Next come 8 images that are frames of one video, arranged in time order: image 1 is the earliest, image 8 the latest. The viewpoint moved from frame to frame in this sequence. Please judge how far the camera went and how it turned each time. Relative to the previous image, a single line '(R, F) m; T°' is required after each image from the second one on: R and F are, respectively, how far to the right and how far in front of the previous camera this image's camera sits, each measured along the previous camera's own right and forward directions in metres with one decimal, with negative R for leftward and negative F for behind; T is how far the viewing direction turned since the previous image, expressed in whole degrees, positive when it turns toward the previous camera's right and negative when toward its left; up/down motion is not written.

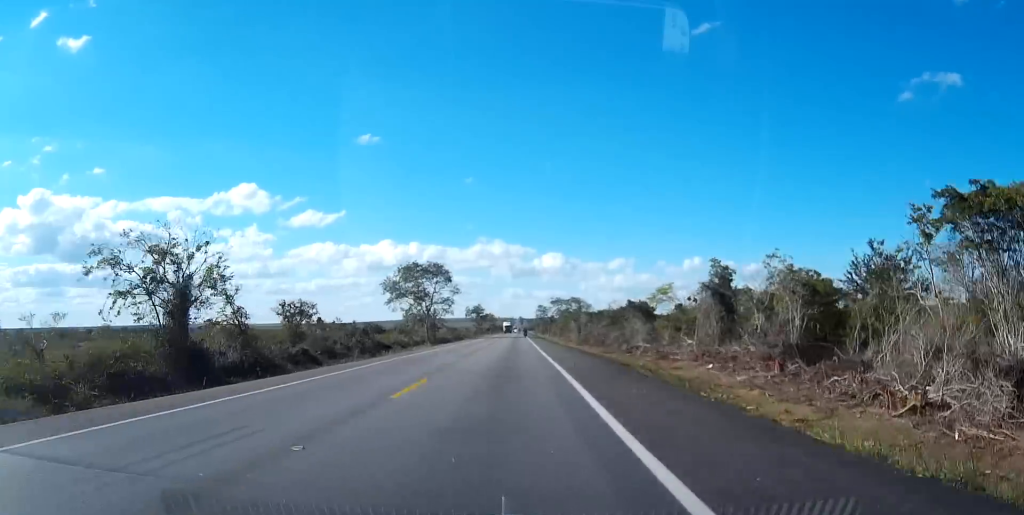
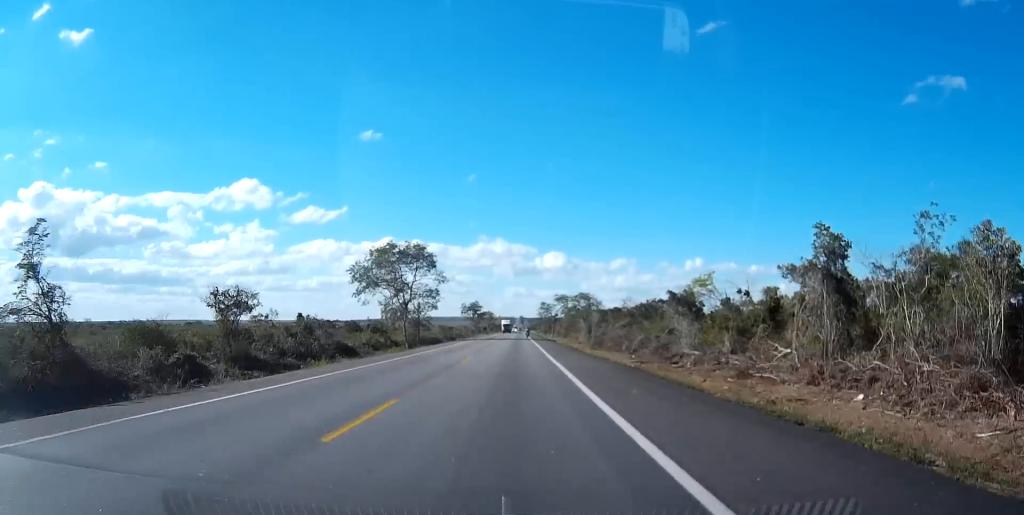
(0.0, +24.0) m; 0°
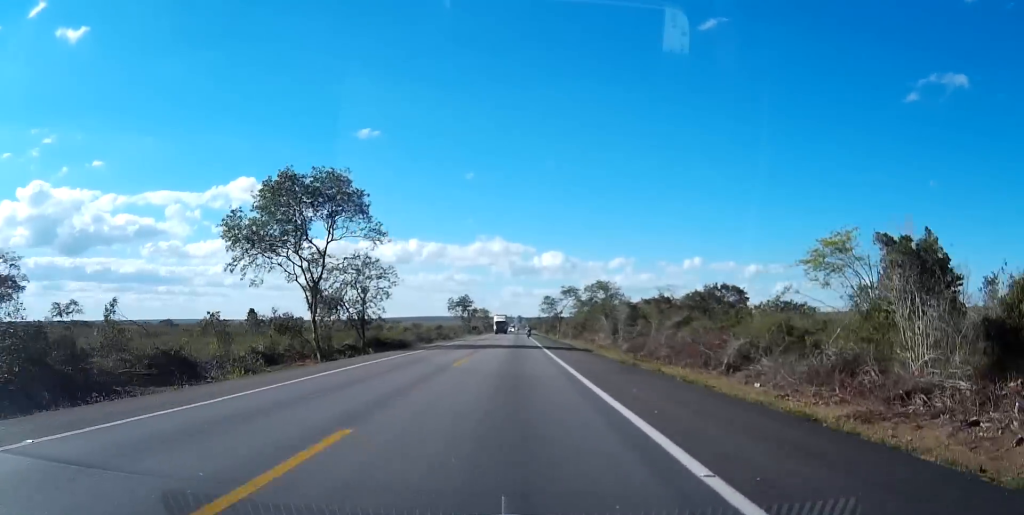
(+0.1, +41.8) m; 0°
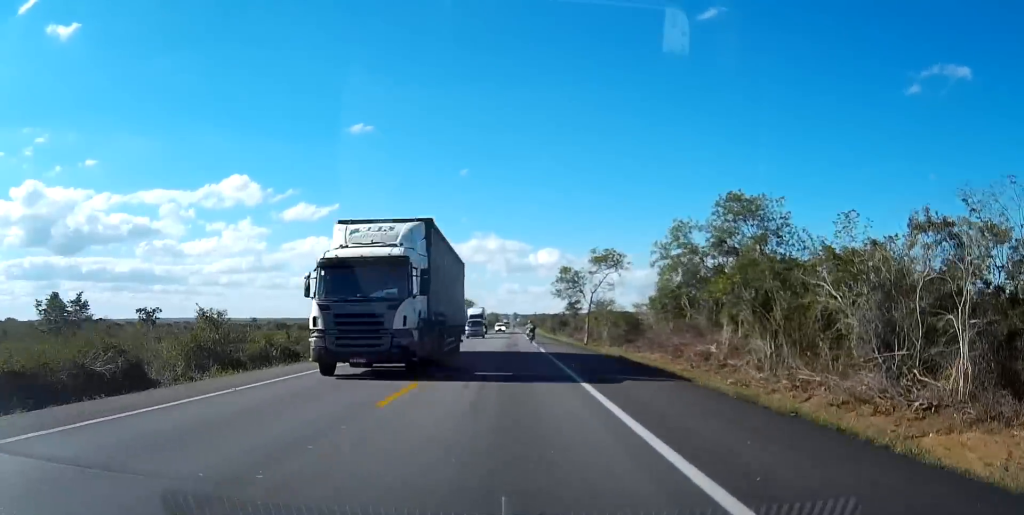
(+0.5, +86.8) m; +1°
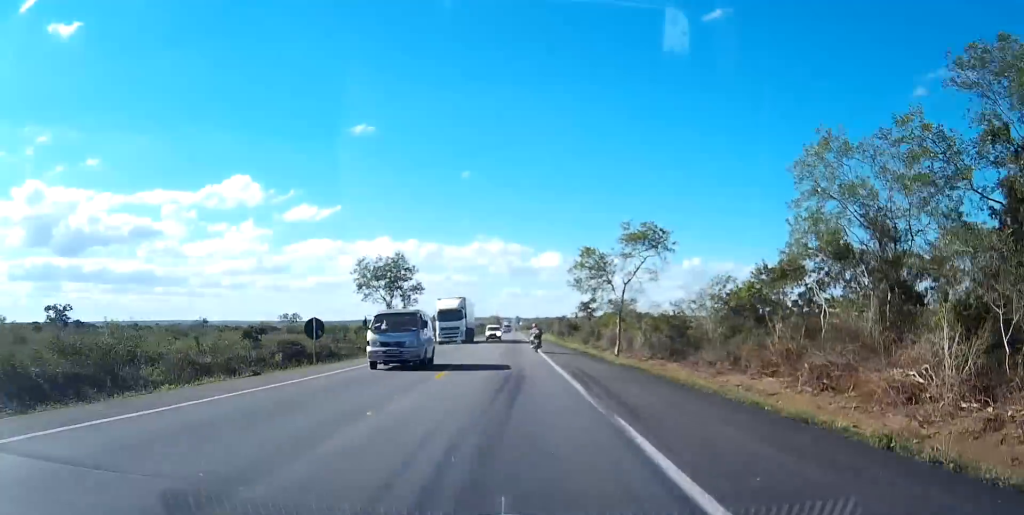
(0.0, +30.7) m; 0°
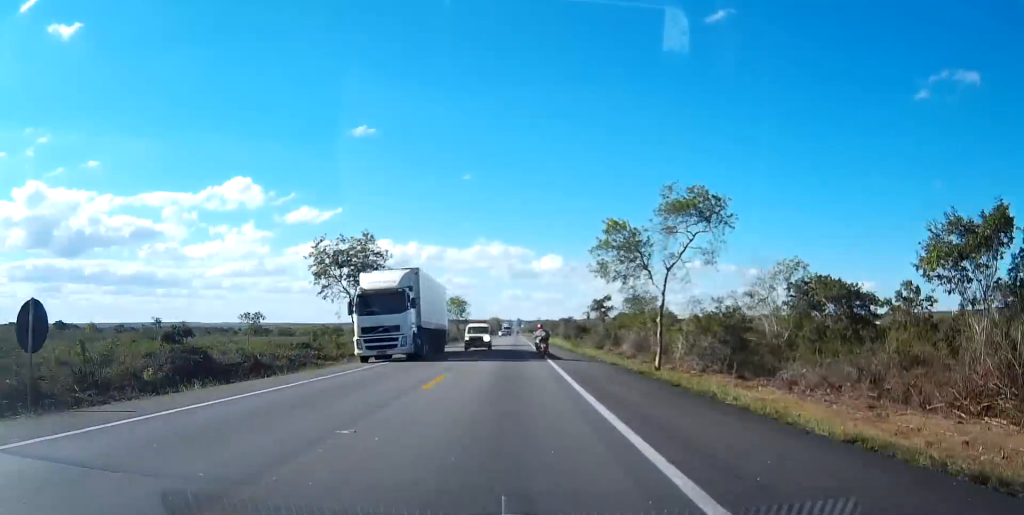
(+0.1, +21.5) m; 0°
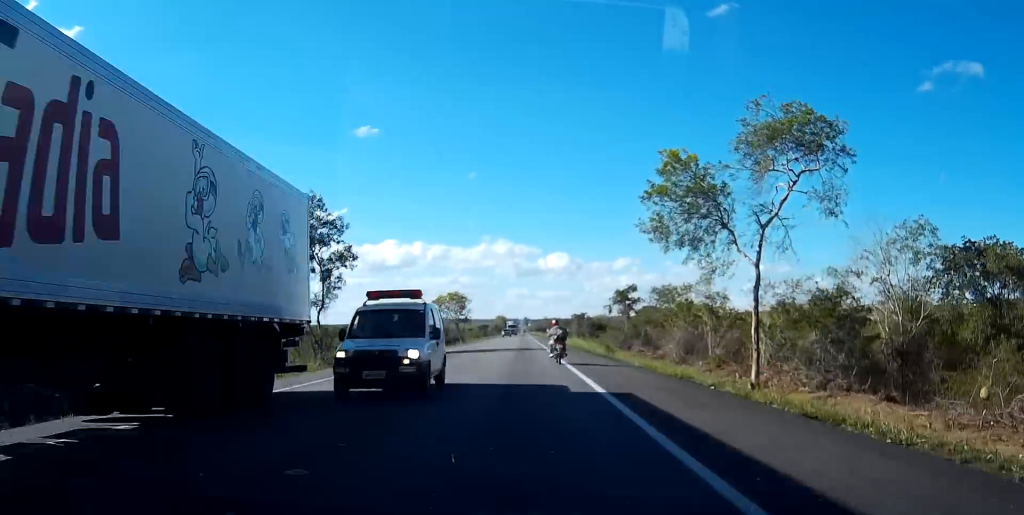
(-0.2, +21.5) m; 0°
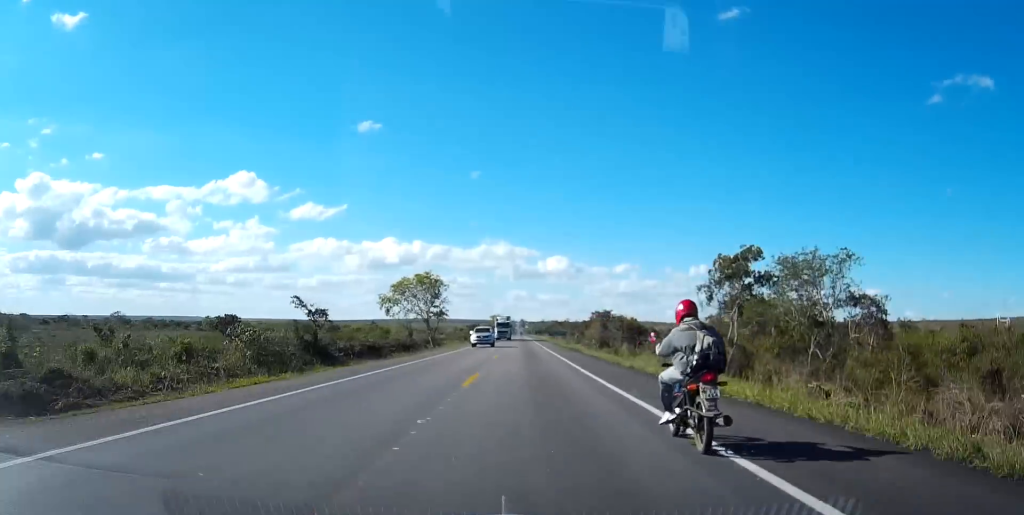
(0.0, +53.8) m; 0°
